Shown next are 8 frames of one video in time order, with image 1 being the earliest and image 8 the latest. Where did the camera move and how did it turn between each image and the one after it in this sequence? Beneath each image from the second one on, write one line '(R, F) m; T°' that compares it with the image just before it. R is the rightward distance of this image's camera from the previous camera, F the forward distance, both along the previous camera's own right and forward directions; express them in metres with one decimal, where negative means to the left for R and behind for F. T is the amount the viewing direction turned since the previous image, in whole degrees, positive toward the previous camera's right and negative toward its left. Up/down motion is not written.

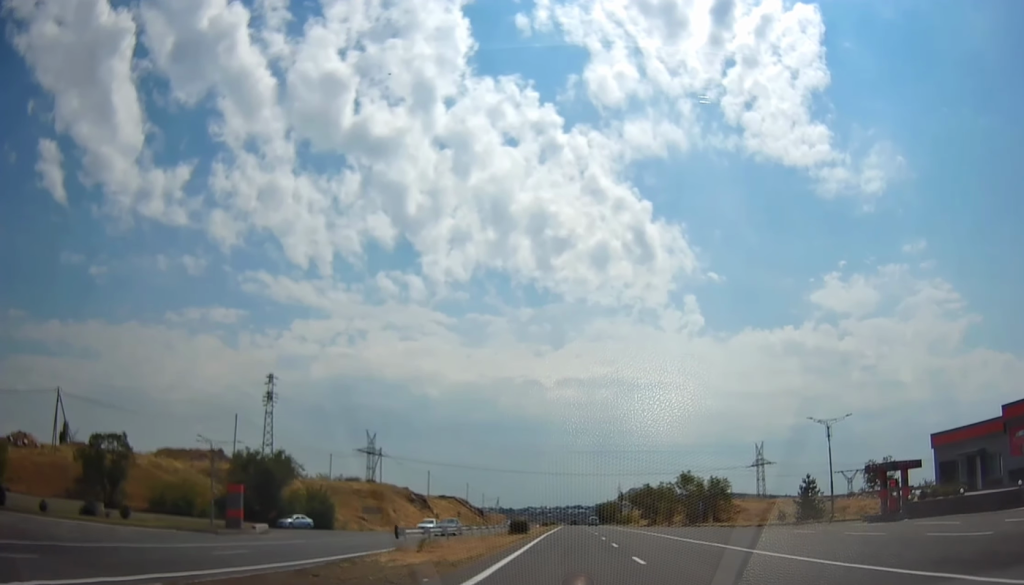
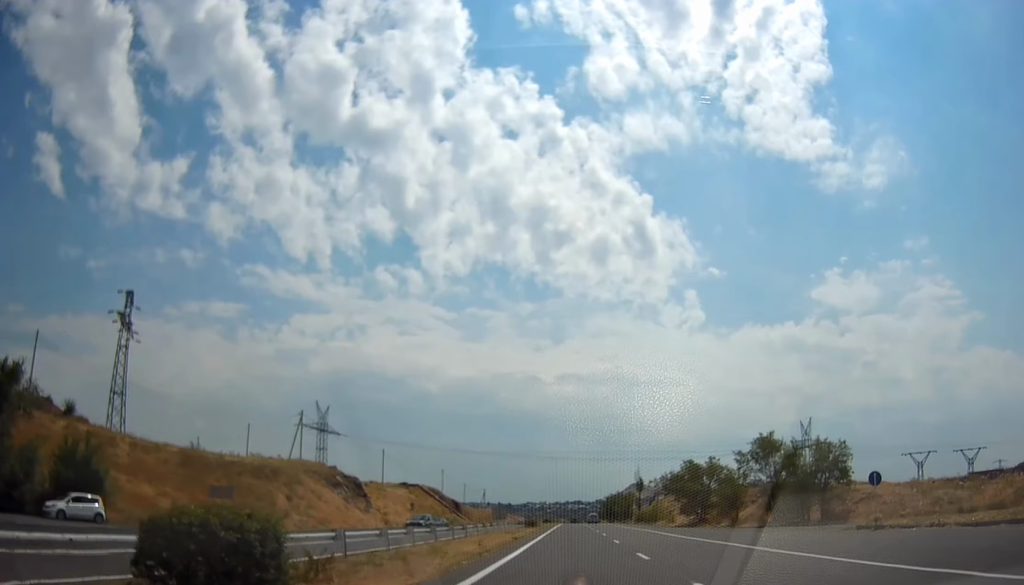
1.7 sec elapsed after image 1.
(-0.2, +42.6) m; 0°
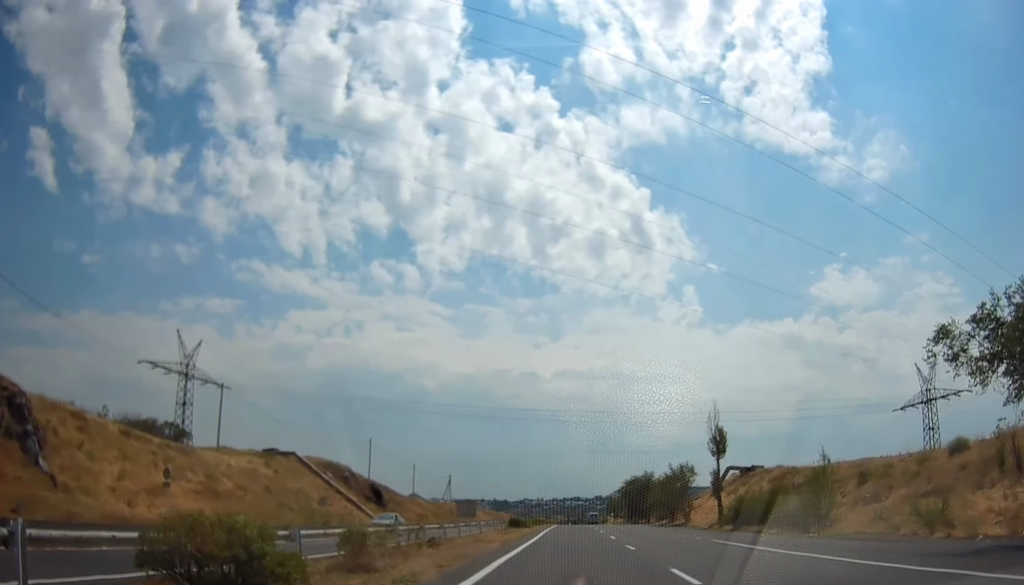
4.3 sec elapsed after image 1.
(0.0, +63.3) m; +1°
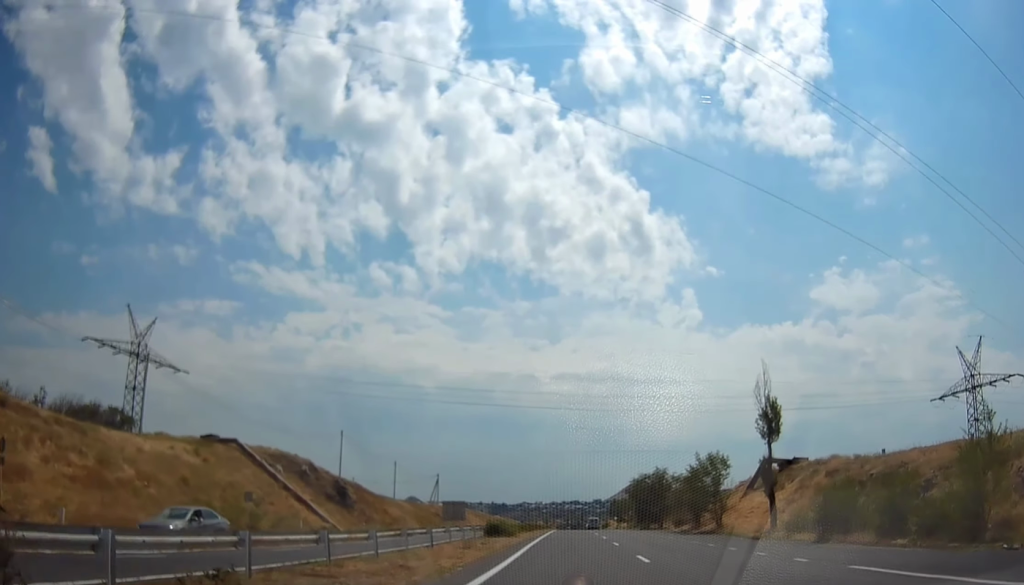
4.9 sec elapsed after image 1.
(+0.4, +14.4) m; 0°
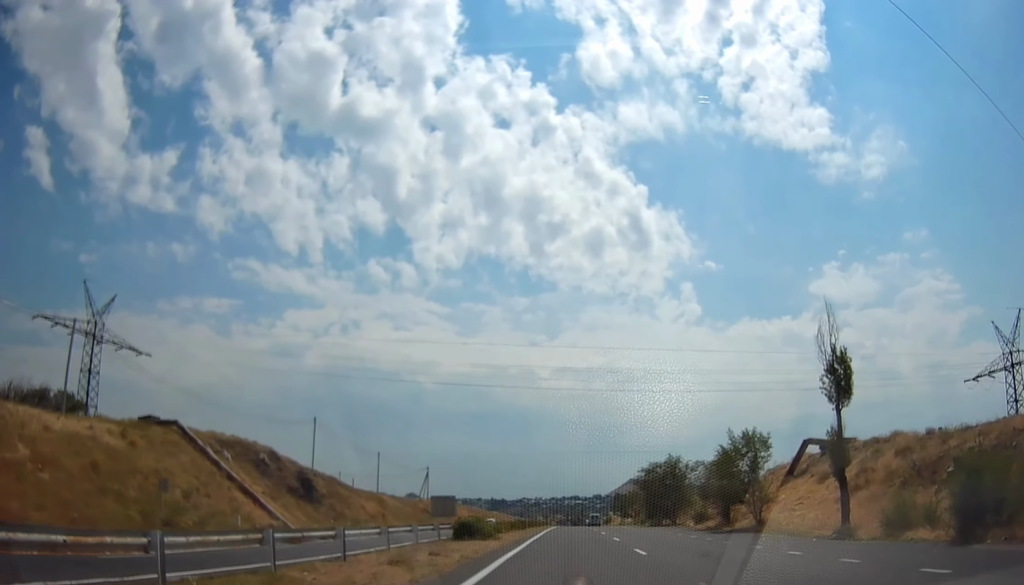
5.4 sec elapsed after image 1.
(-0.3, +10.7) m; -1°
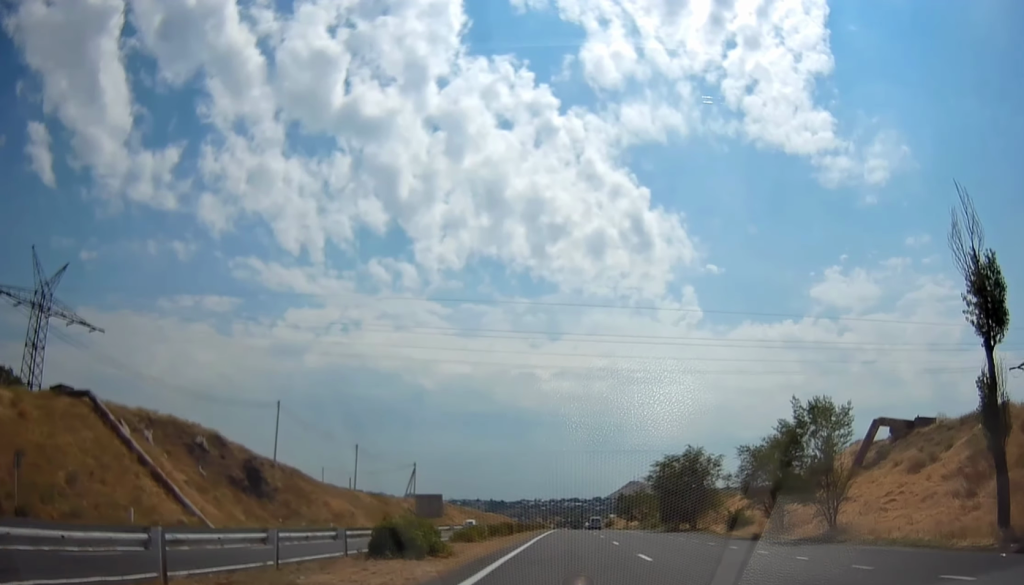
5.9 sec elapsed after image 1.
(-0.2, +11.9) m; -1°
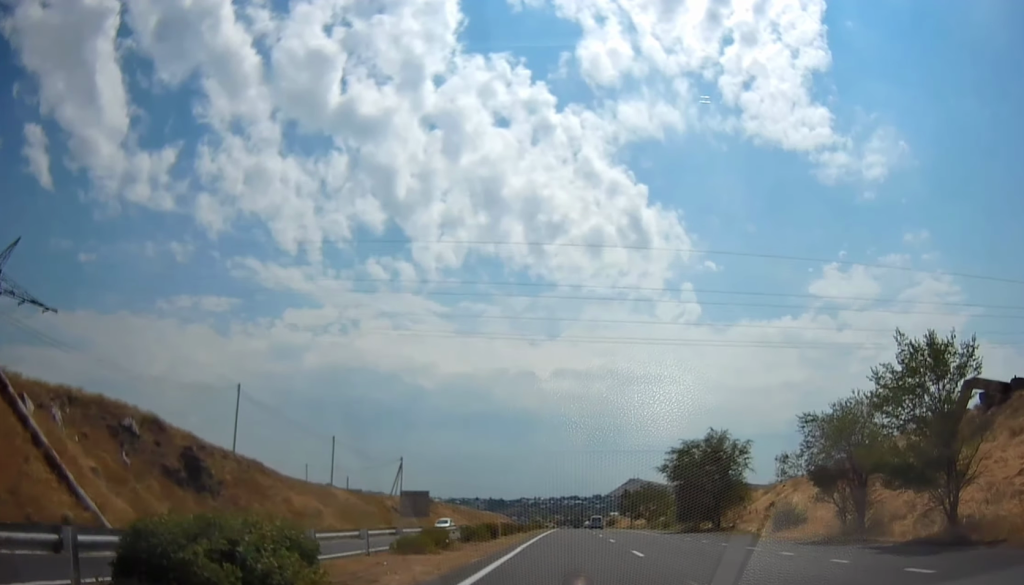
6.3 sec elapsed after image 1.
(0.0, +9.9) m; 0°
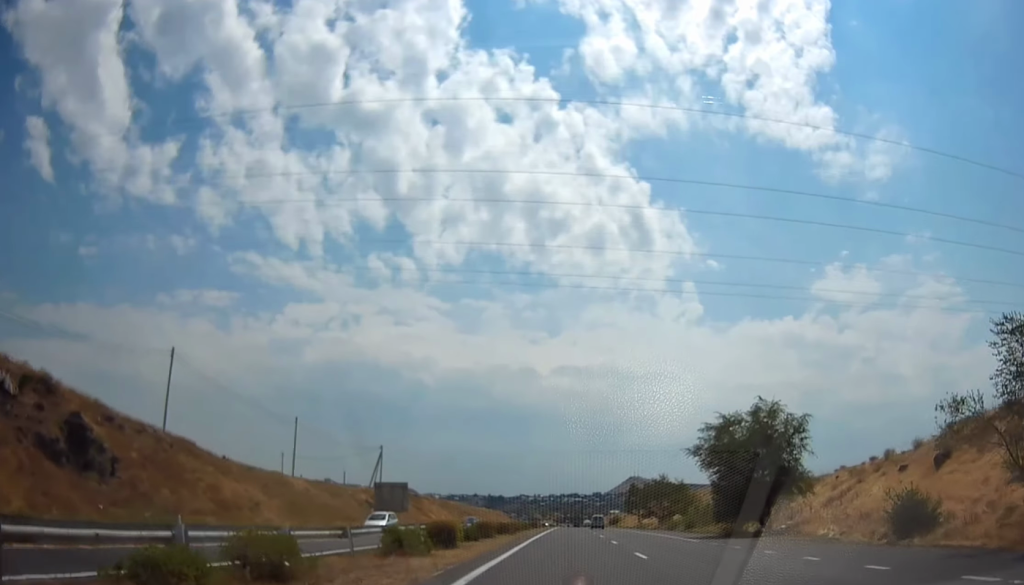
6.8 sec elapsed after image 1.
(-0.1, +13.1) m; 0°
